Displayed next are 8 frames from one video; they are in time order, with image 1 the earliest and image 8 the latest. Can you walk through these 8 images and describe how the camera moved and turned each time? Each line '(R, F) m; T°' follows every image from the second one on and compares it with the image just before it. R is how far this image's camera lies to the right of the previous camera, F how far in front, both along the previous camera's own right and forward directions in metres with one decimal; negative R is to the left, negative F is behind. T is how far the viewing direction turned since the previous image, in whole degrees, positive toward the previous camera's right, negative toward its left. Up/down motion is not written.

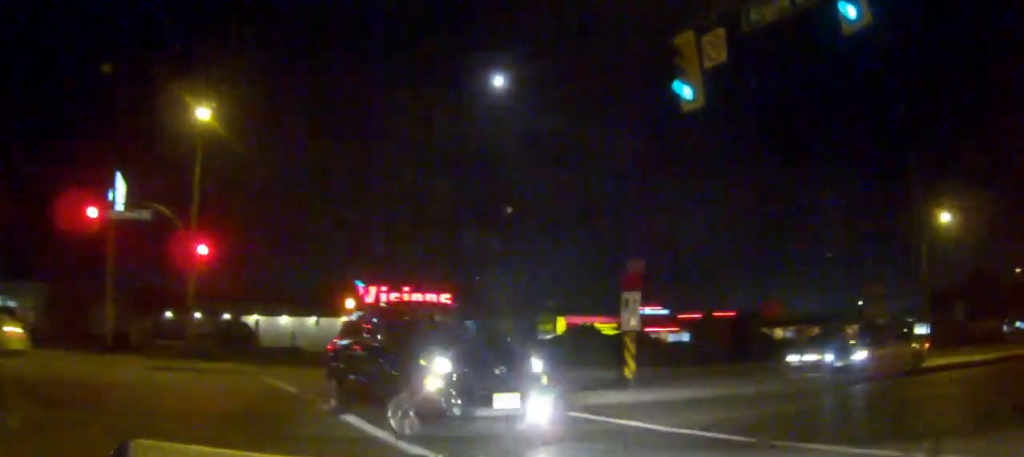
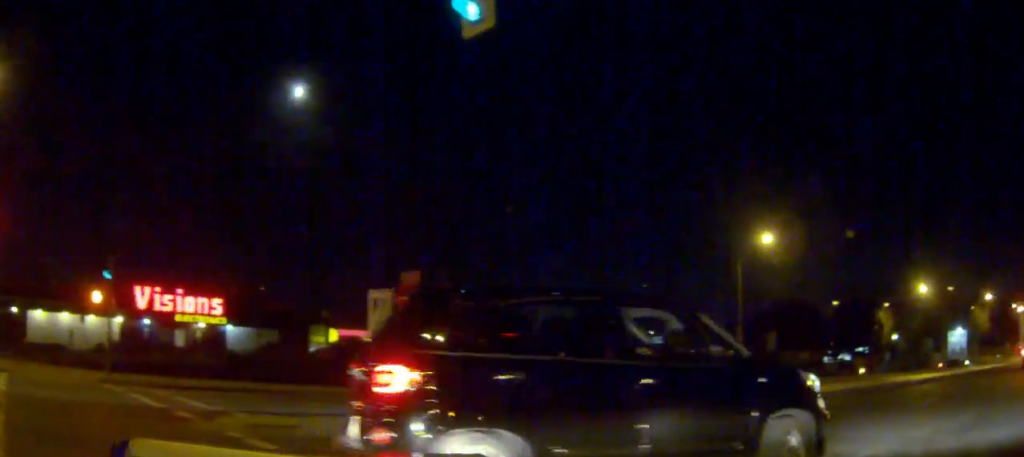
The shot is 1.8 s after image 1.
(0.0, +4.0) m; +4°
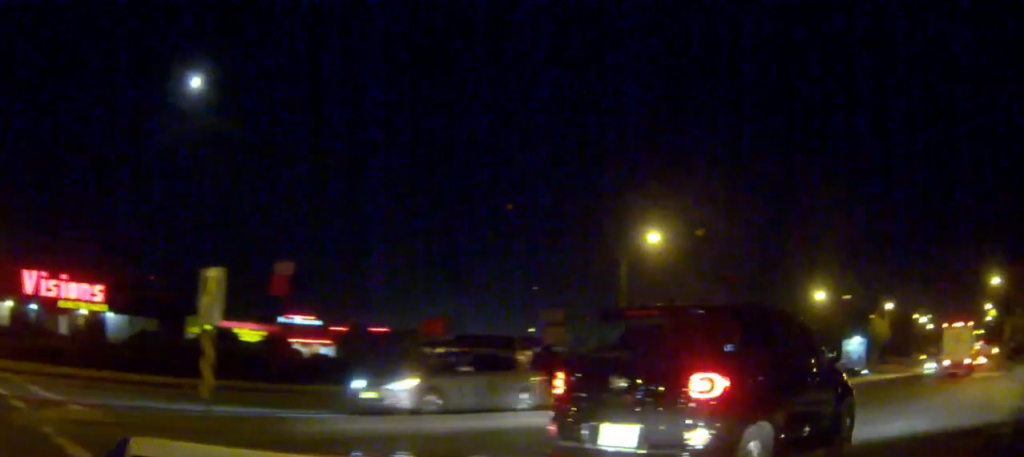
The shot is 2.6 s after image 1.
(+0.1, +2.5) m; +18°
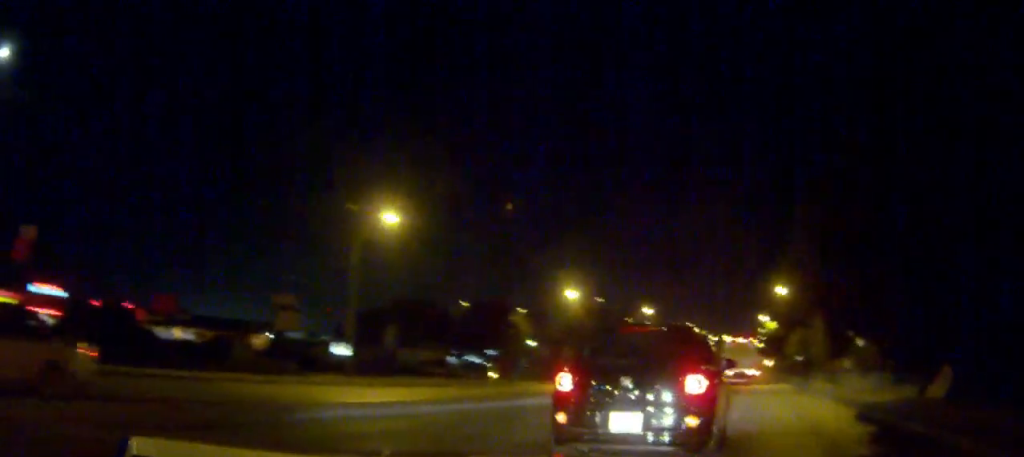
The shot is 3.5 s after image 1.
(+1.0, +4.8) m; +15°
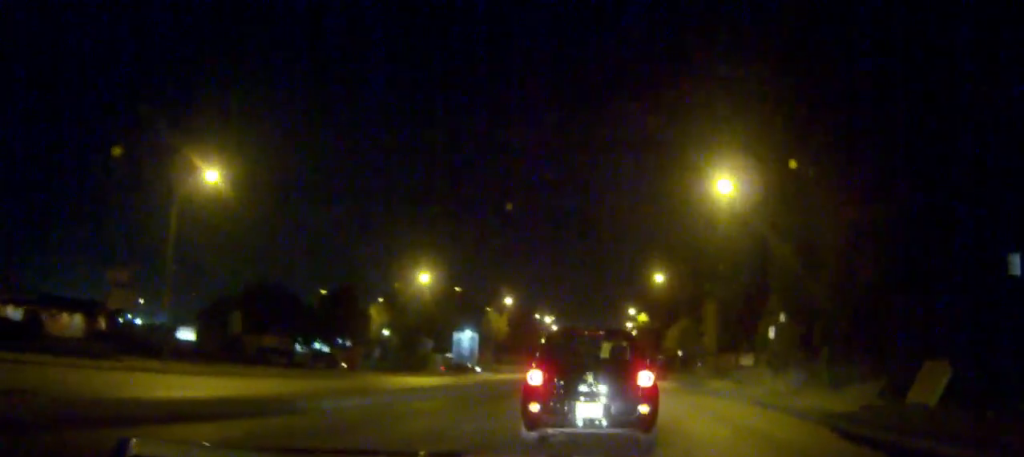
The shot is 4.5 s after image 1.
(+0.7, +7.7) m; +5°
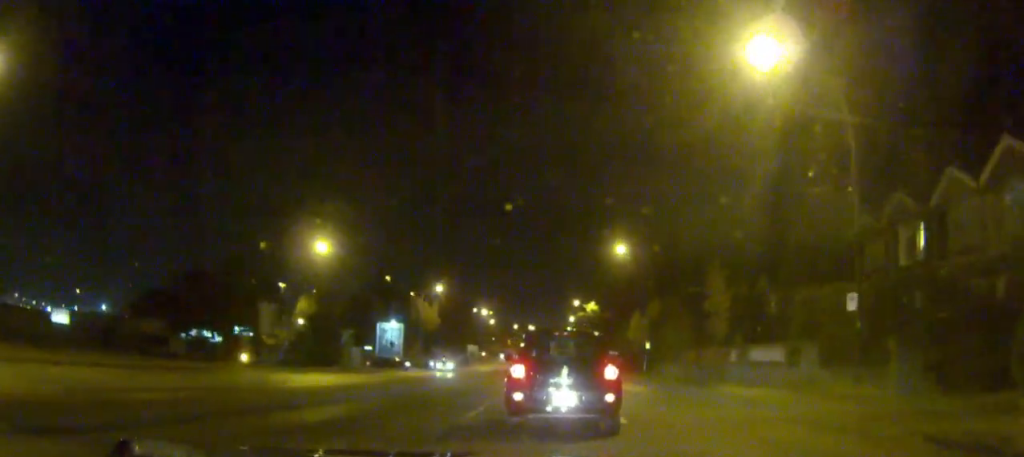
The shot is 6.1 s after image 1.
(+0.2, +16.4) m; +1°
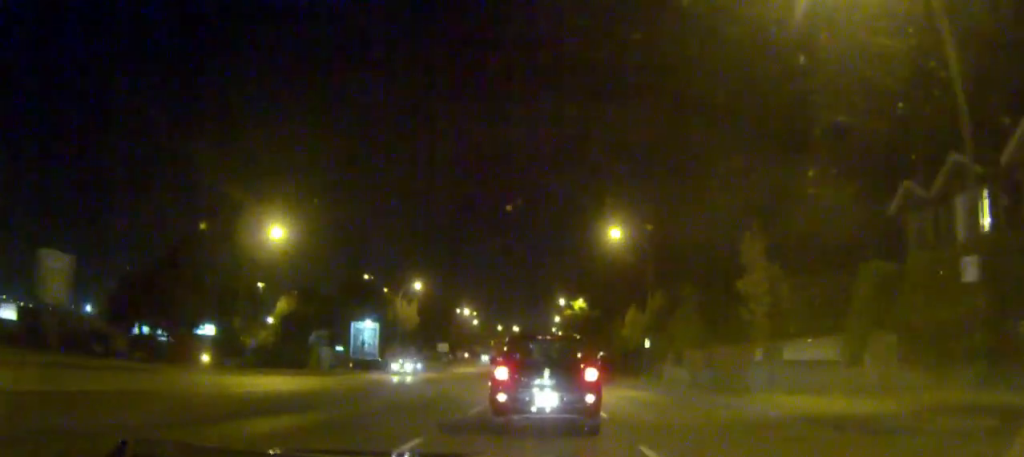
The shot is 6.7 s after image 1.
(0.0, +6.9) m; 0°
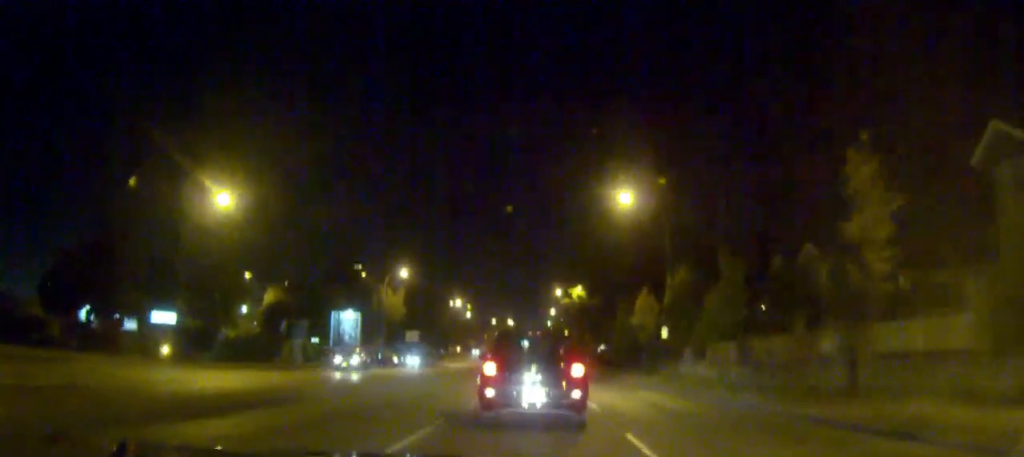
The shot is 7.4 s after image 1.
(0.0, +8.0) m; 0°
